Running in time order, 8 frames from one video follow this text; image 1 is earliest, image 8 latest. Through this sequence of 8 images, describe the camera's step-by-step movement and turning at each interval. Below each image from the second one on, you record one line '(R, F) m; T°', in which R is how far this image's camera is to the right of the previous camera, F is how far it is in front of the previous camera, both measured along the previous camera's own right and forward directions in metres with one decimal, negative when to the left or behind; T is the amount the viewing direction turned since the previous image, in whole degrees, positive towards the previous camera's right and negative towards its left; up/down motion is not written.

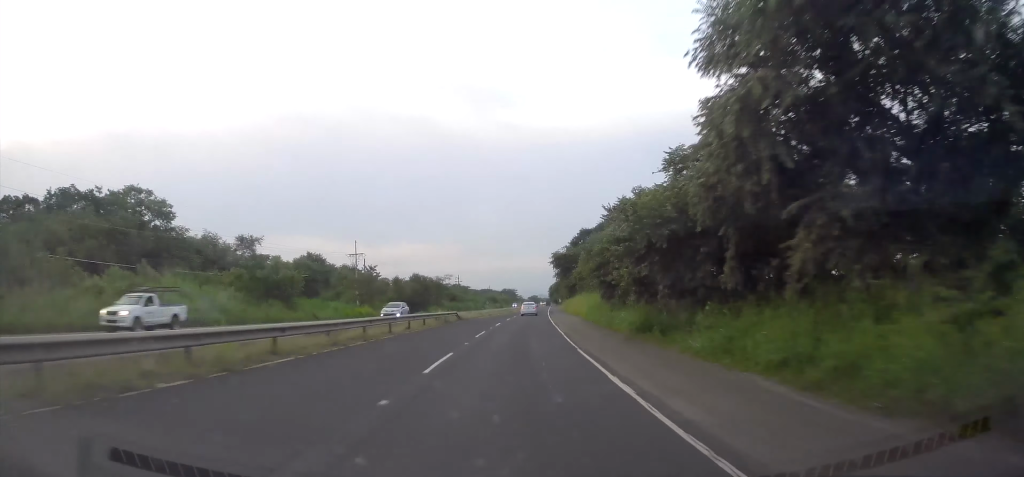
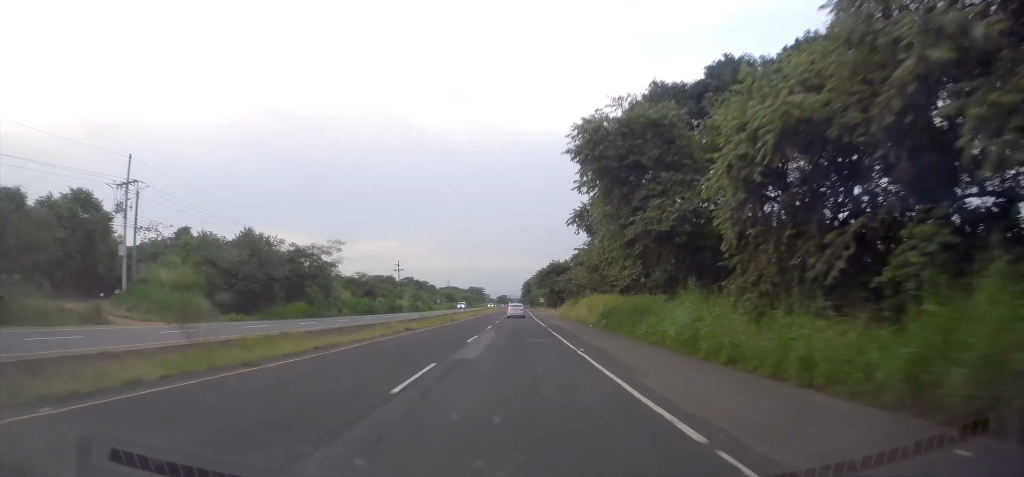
(+2.3, +61.8) m; +3°
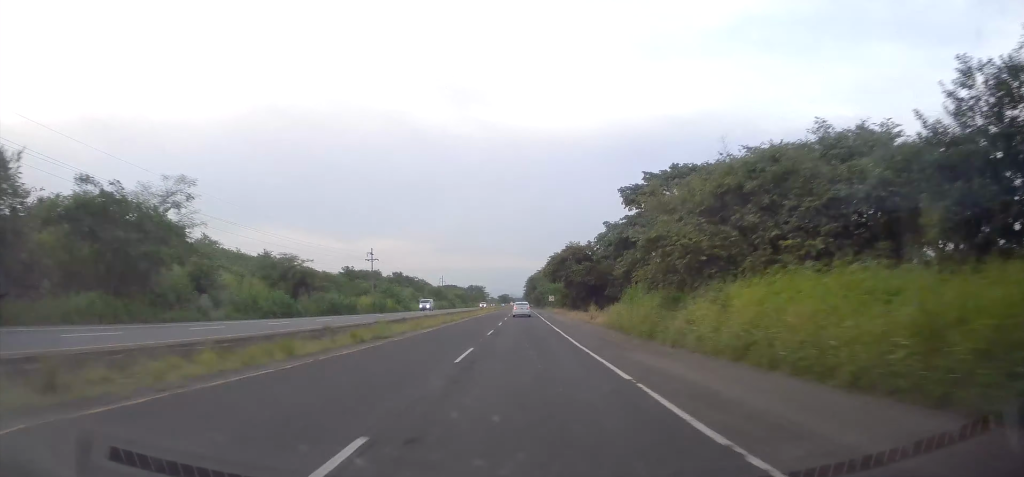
(+0.1, +30.9) m; 0°
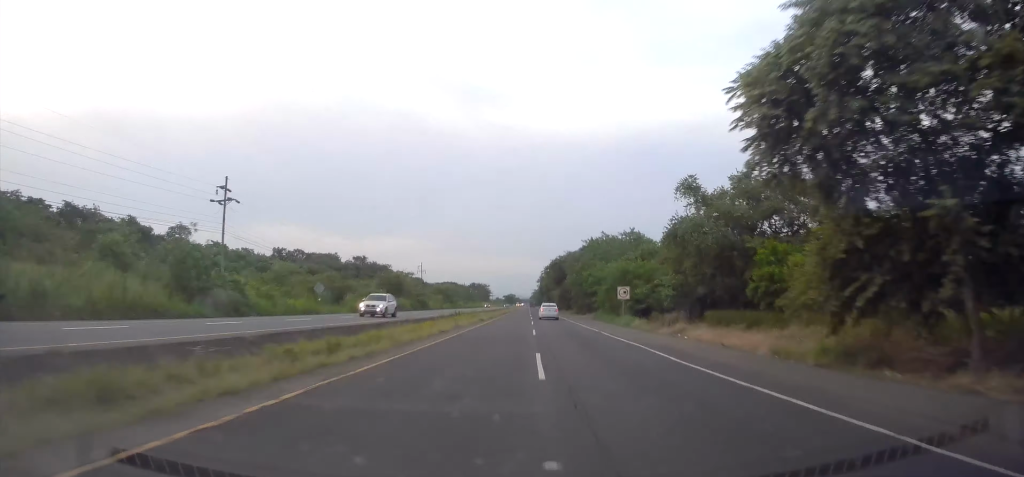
(-0.1, +67.8) m; 0°
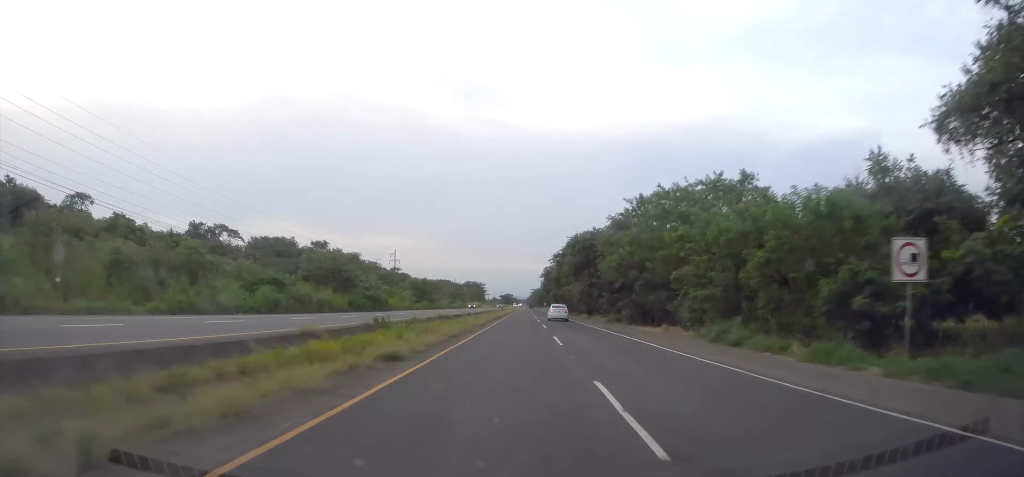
(0.0, +34.5) m; 0°
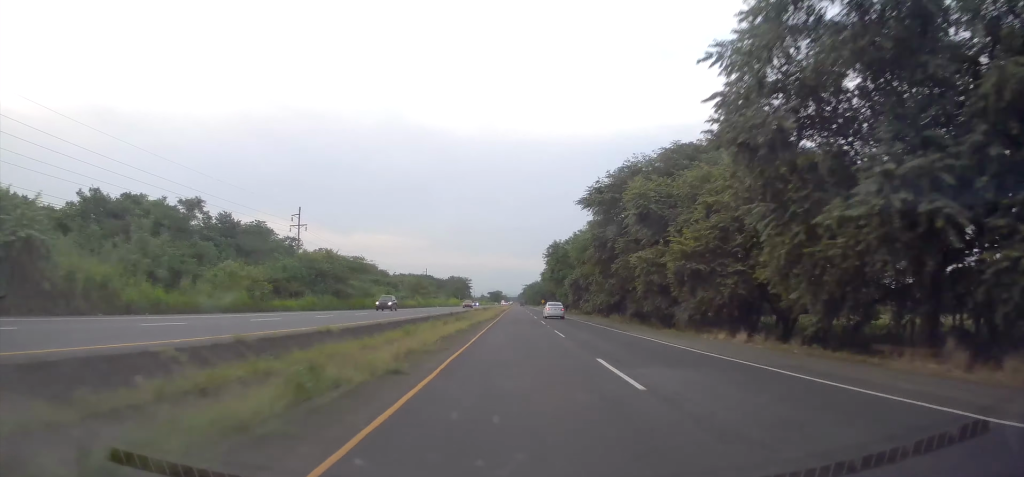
(+0.3, +54.5) m; +1°
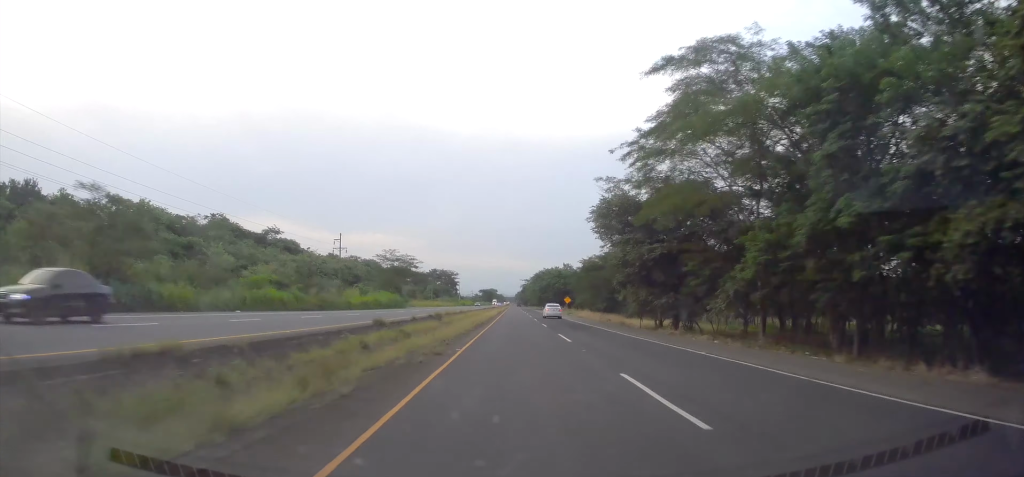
(+1.1, +90.8) m; +1°
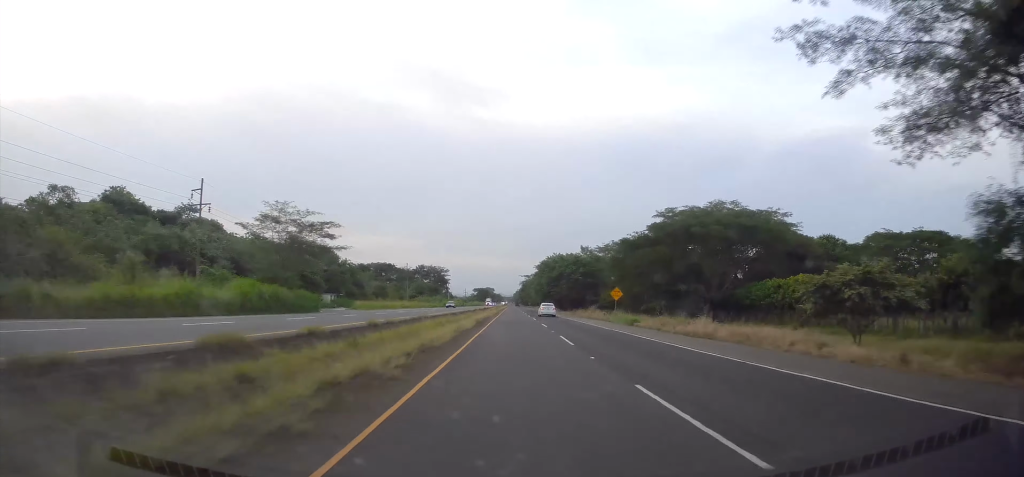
(0.0, +45.2) m; 0°
